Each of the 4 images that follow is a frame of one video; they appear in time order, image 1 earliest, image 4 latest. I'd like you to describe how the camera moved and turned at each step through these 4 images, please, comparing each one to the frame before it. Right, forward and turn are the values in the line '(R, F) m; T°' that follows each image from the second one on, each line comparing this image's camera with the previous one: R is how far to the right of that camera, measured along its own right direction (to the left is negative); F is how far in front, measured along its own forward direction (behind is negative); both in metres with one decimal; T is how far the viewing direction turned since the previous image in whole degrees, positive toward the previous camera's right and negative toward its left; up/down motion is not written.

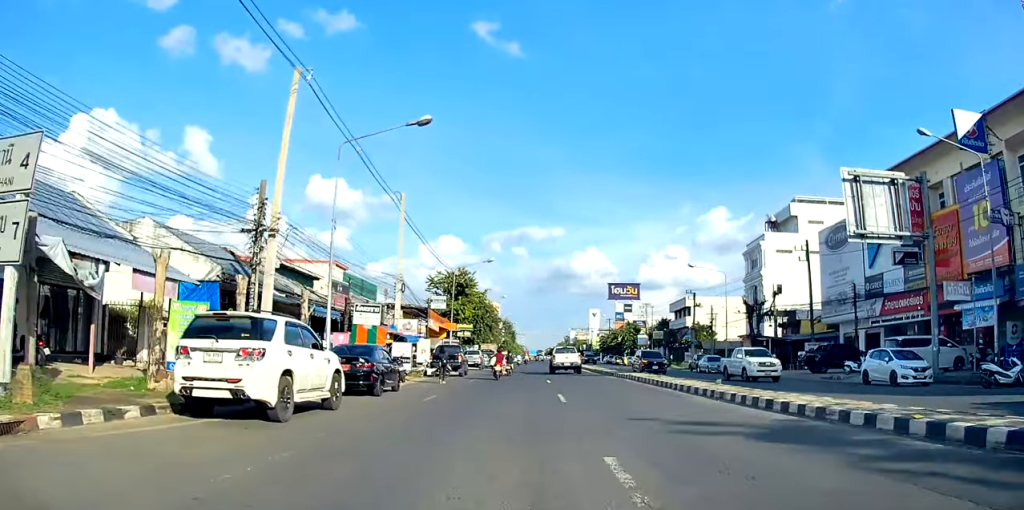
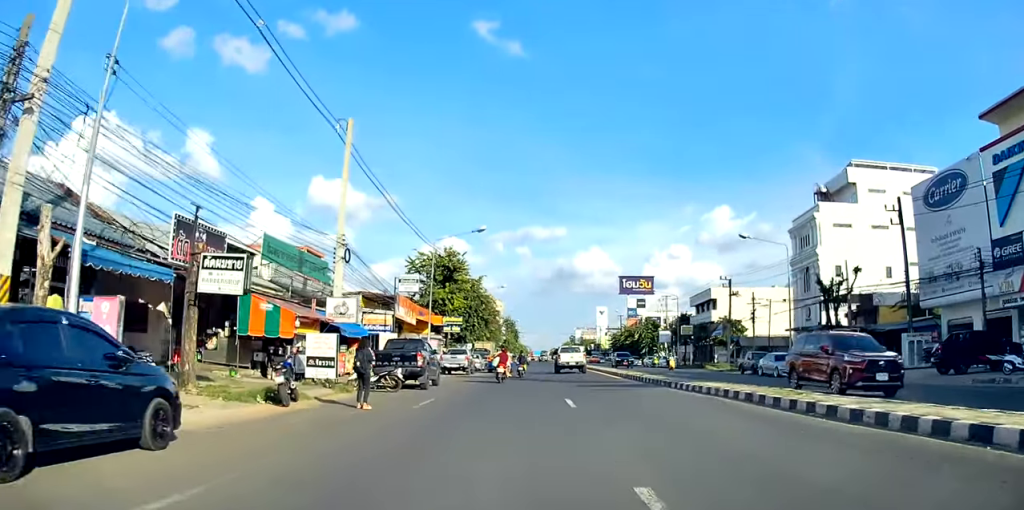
(0.0, +13.6) m; 0°
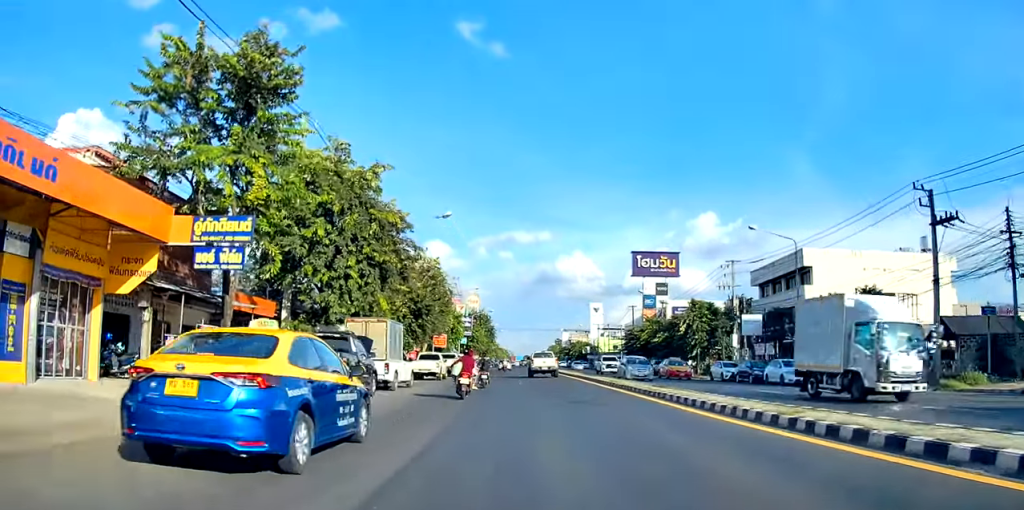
(+0.3, +41.6) m; +2°
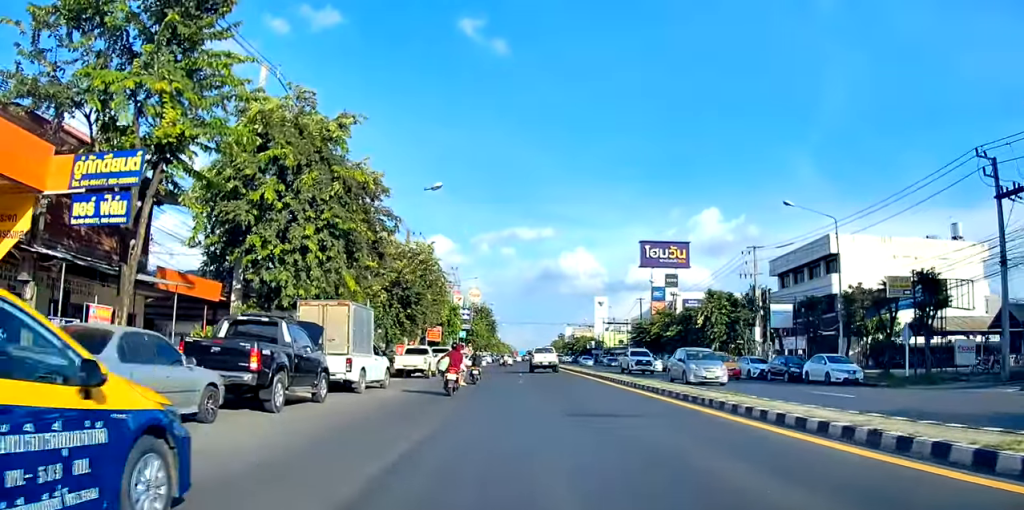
(0.0, +5.4) m; 0°
